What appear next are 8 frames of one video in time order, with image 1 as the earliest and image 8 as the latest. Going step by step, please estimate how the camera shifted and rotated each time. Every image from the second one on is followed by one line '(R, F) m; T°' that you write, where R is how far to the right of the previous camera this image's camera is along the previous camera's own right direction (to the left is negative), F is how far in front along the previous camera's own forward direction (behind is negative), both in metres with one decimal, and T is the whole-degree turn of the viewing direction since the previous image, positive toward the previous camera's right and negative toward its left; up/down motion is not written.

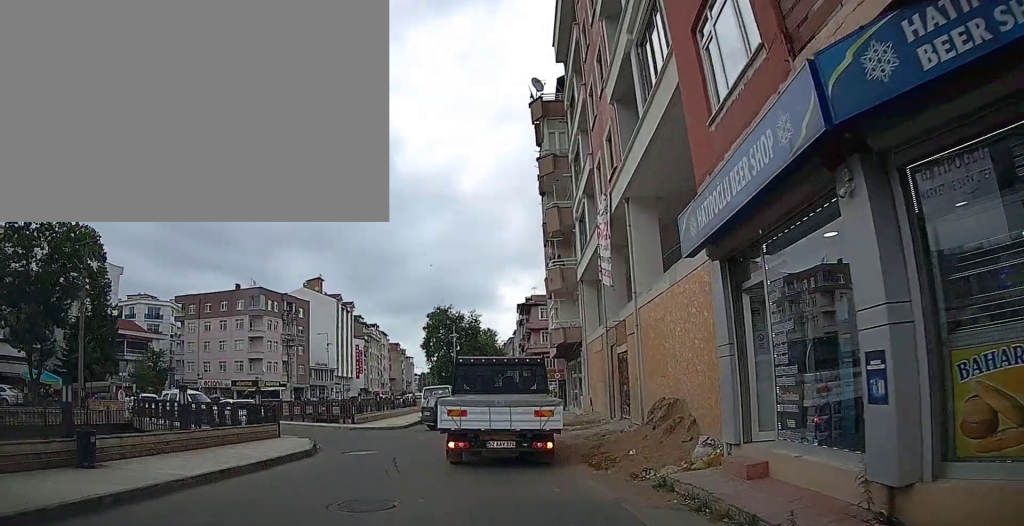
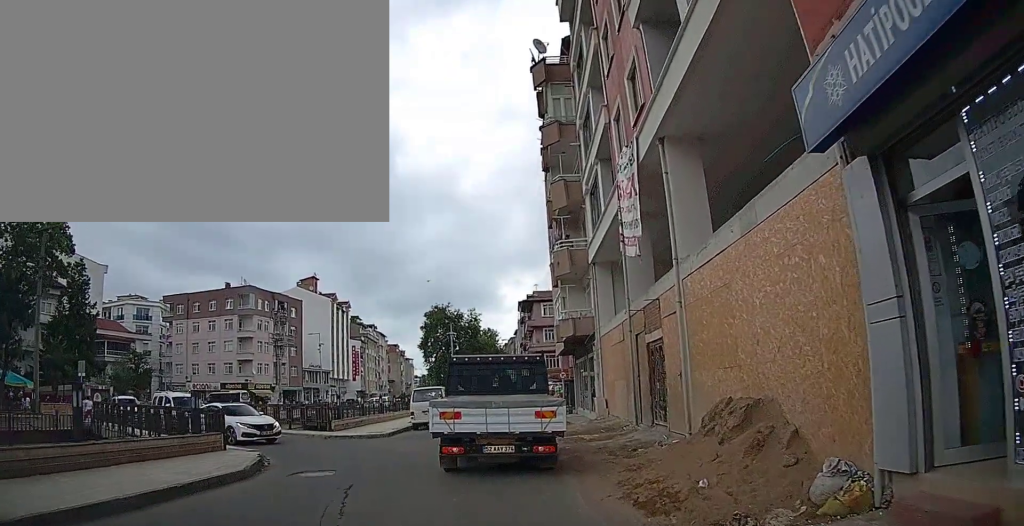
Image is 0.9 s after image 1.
(0.0, +4.1) m; -2°
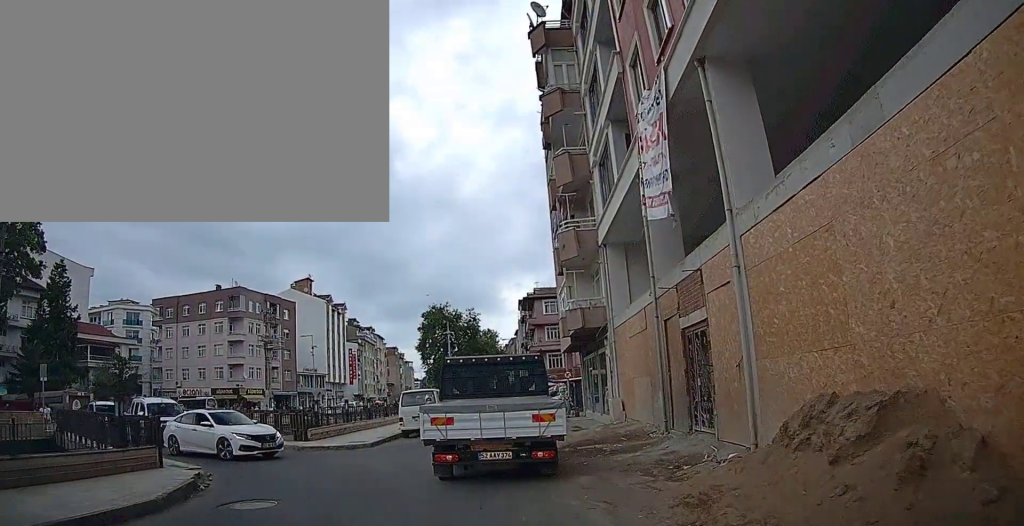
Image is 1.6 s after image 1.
(0.0, +3.2) m; -1°
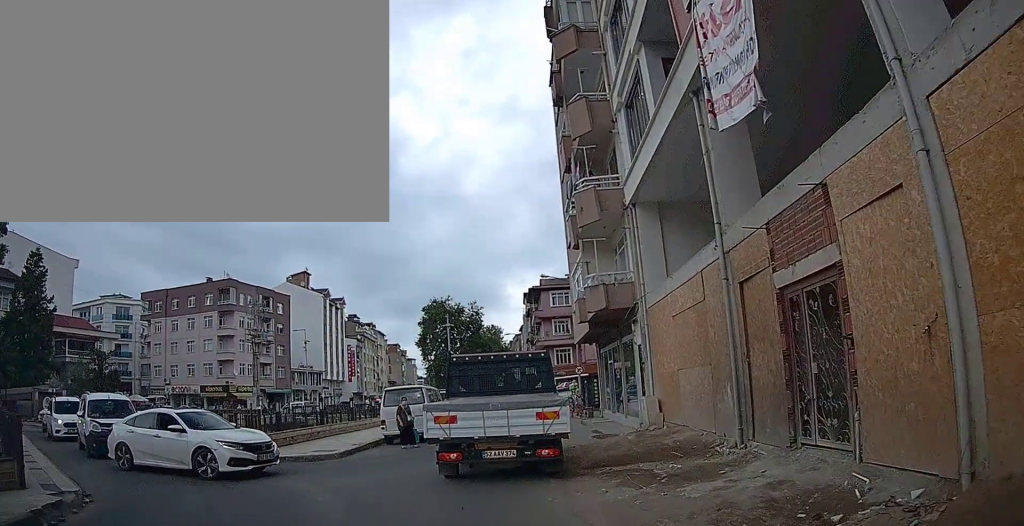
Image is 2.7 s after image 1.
(-0.1, +4.4) m; 0°
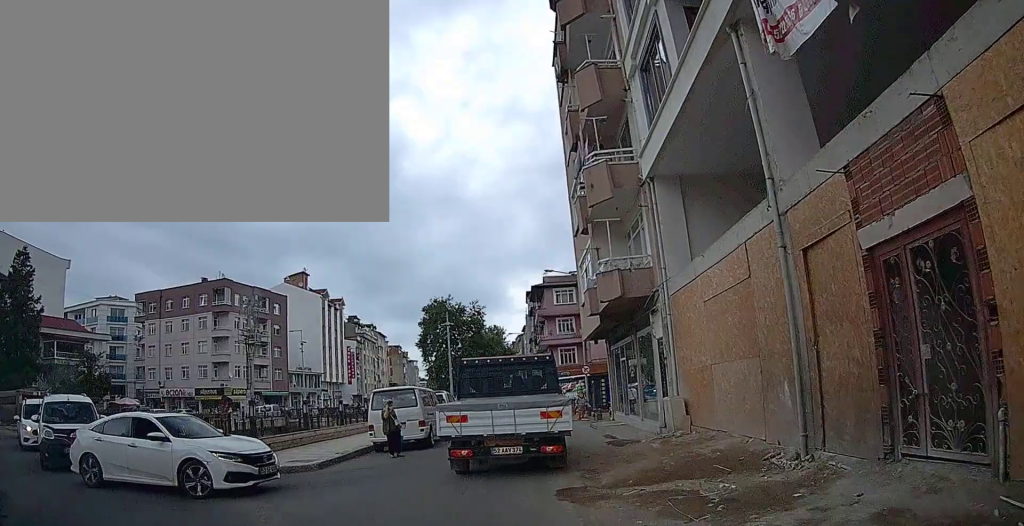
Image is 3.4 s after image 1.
(0.0, +2.3) m; +2°
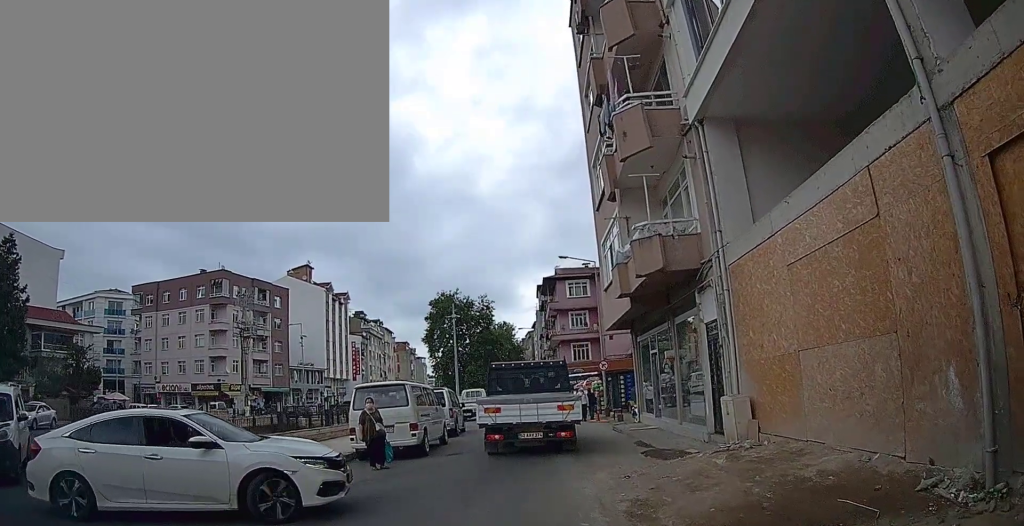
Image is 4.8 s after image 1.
(+0.1, +3.3) m; 0°
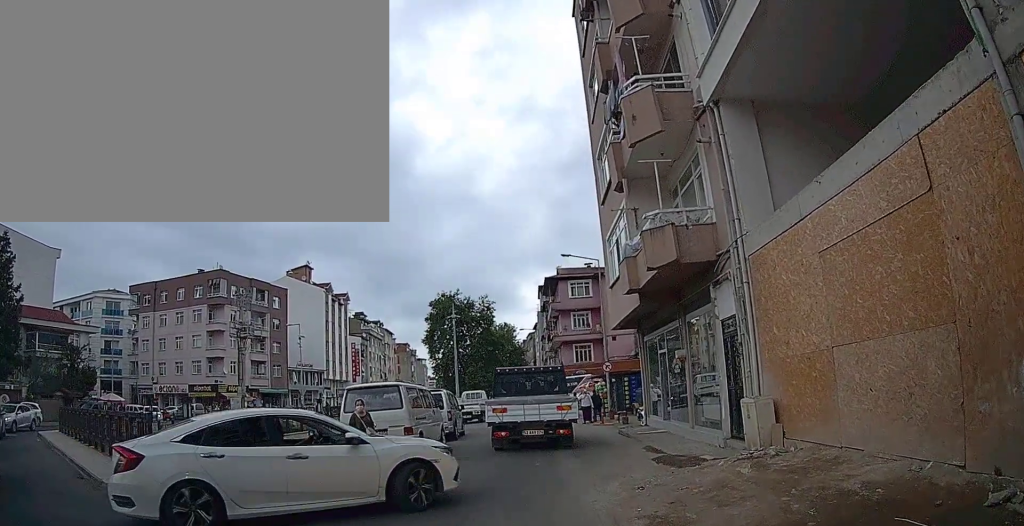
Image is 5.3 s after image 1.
(0.0, +1.0) m; 0°
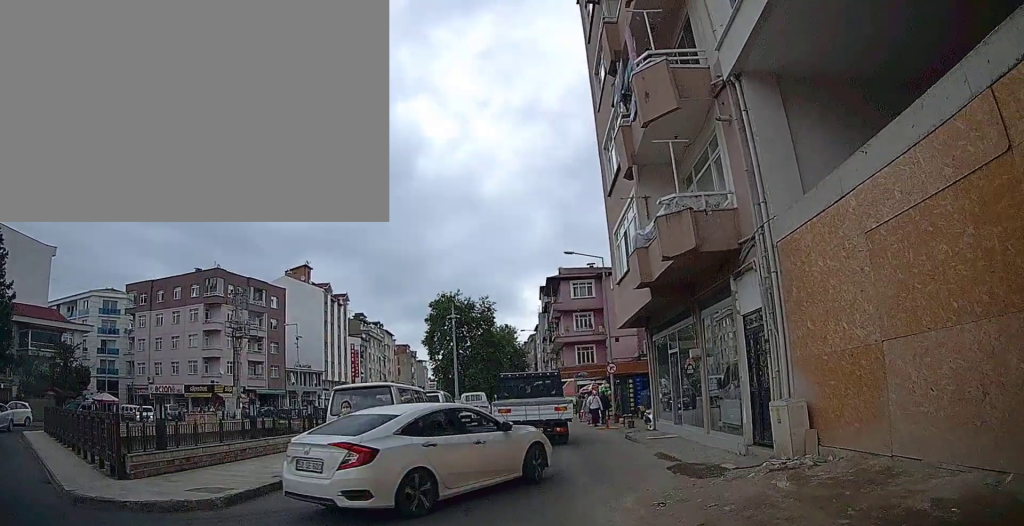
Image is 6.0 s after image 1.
(+0.1, +0.9) m; +2°
